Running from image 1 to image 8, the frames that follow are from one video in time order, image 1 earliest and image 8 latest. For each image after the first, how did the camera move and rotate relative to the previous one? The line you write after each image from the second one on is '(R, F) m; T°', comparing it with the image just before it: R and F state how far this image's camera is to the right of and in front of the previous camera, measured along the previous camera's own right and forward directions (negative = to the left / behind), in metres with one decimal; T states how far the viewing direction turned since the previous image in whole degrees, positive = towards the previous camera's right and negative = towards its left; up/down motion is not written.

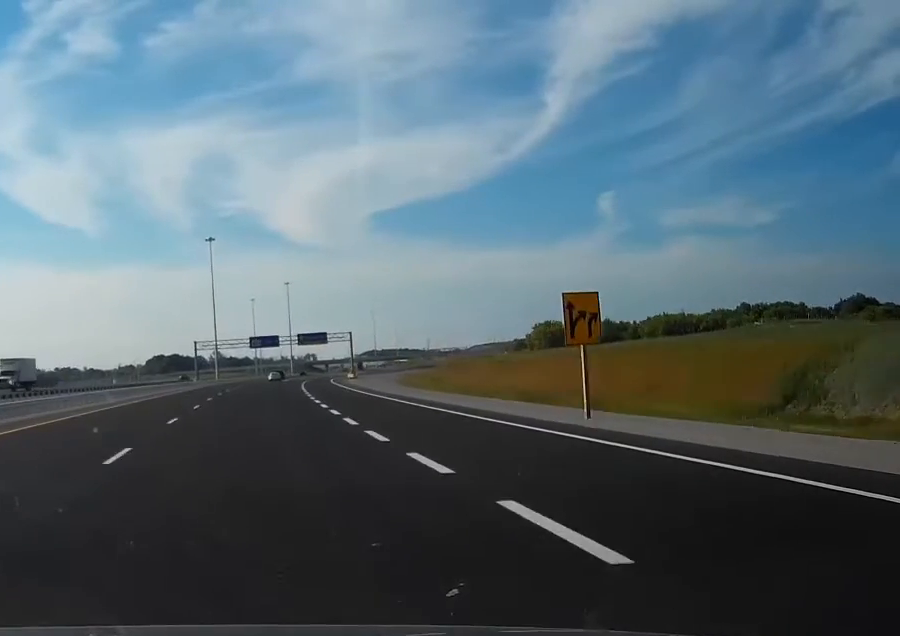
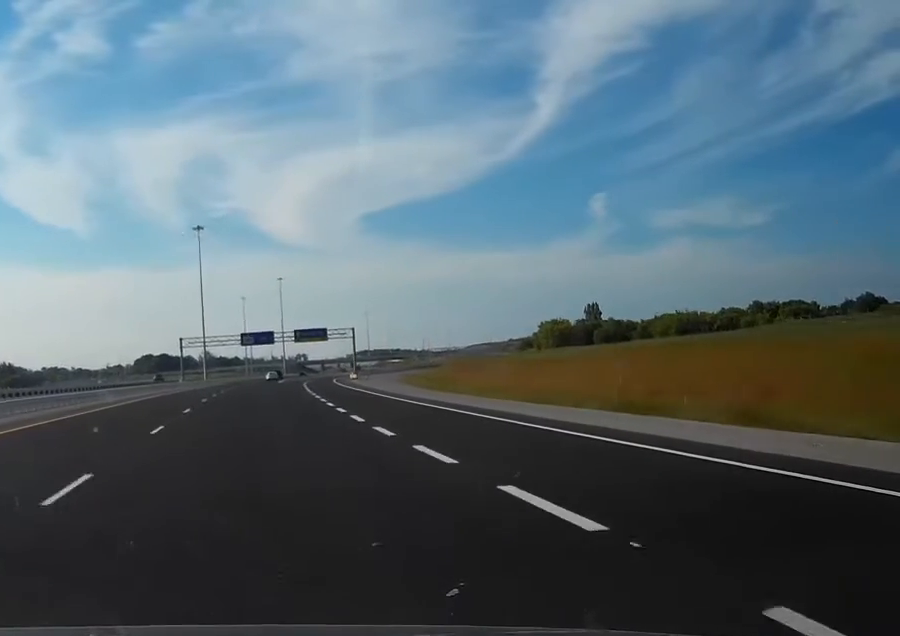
(+0.2, +16.7) m; +1°
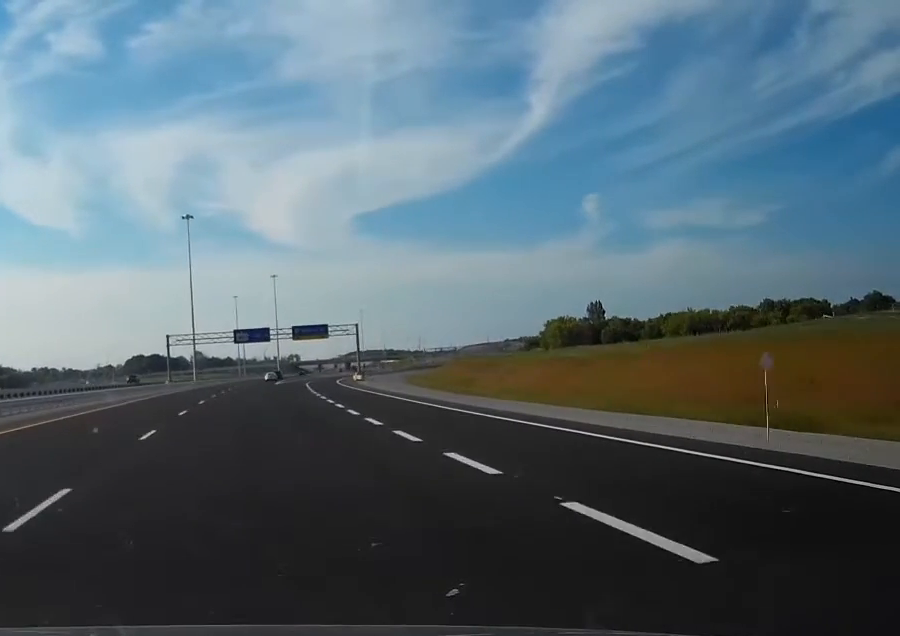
(+0.1, +13.6) m; 0°
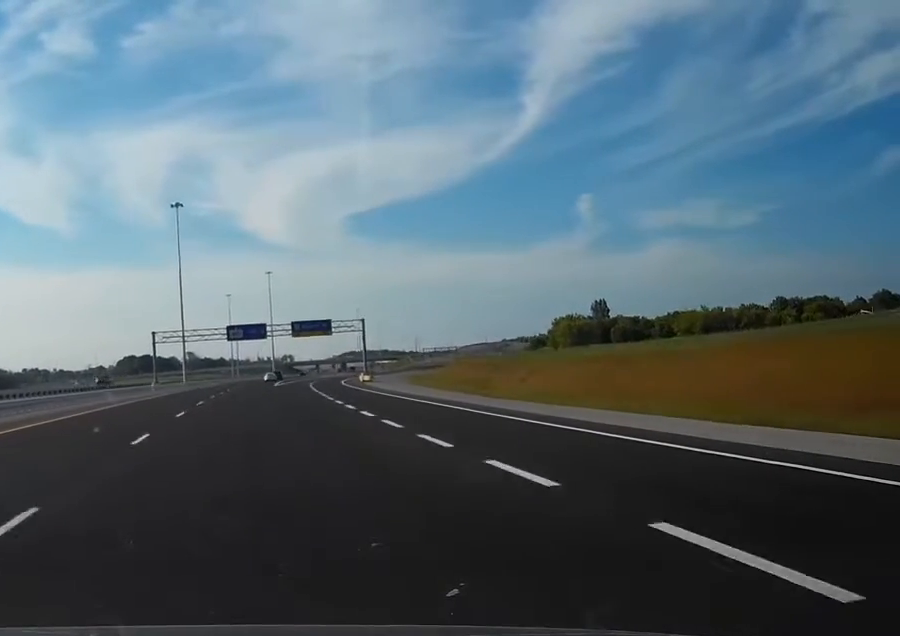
(+0.1, +13.6) m; 0°
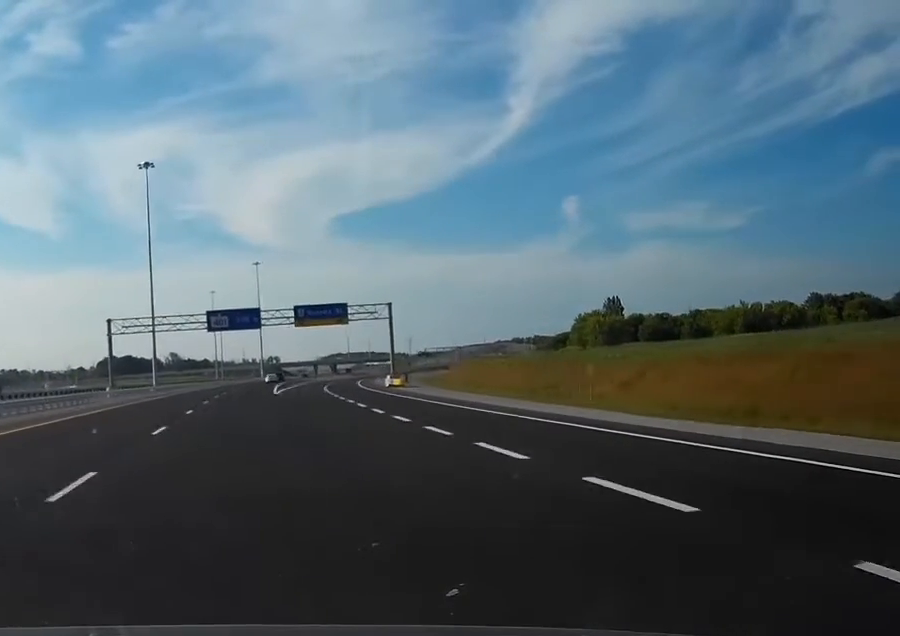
(-0.2, +32.4) m; +1°
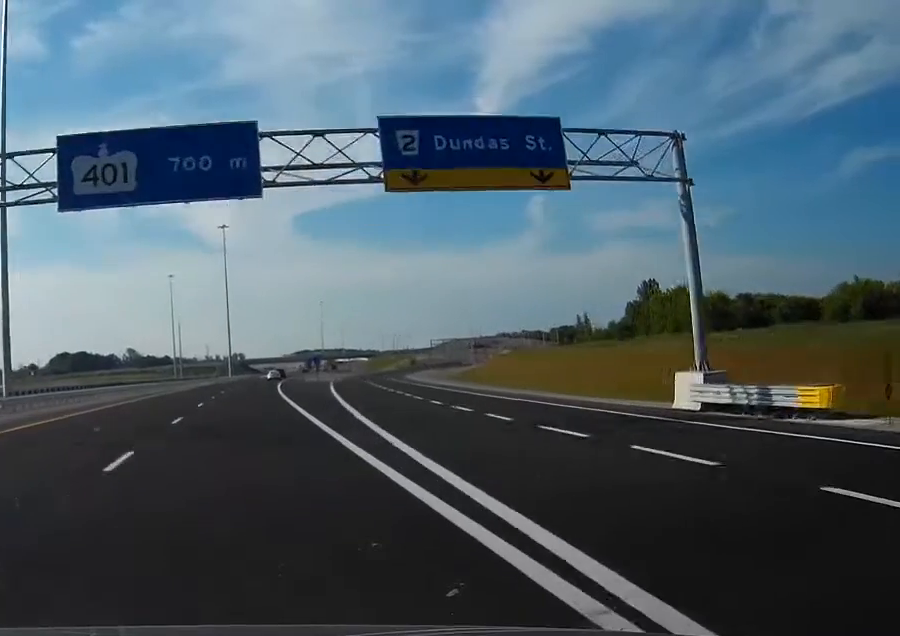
(+2.7, +68.7) m; +3°
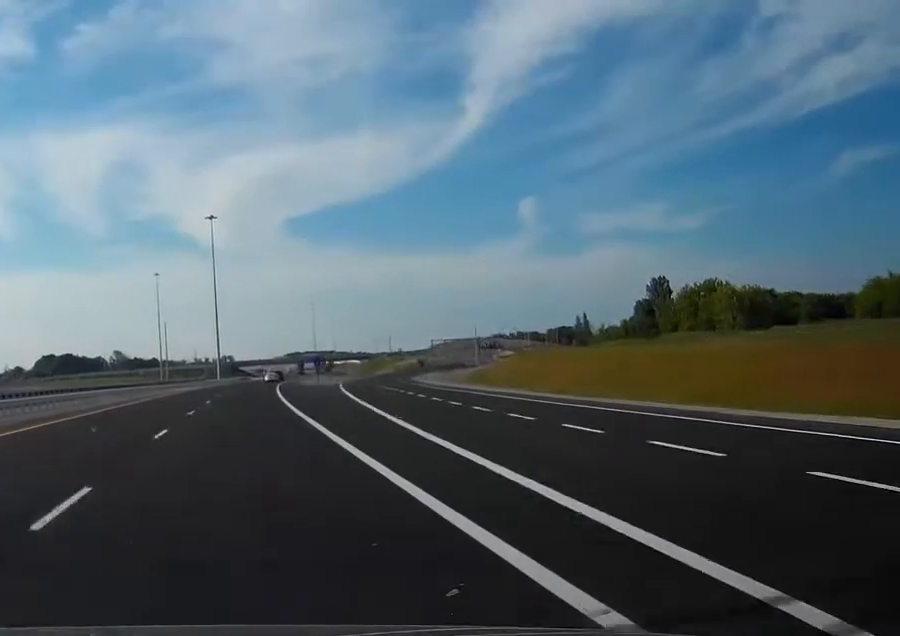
(+0.1, +16.7) m; 0°
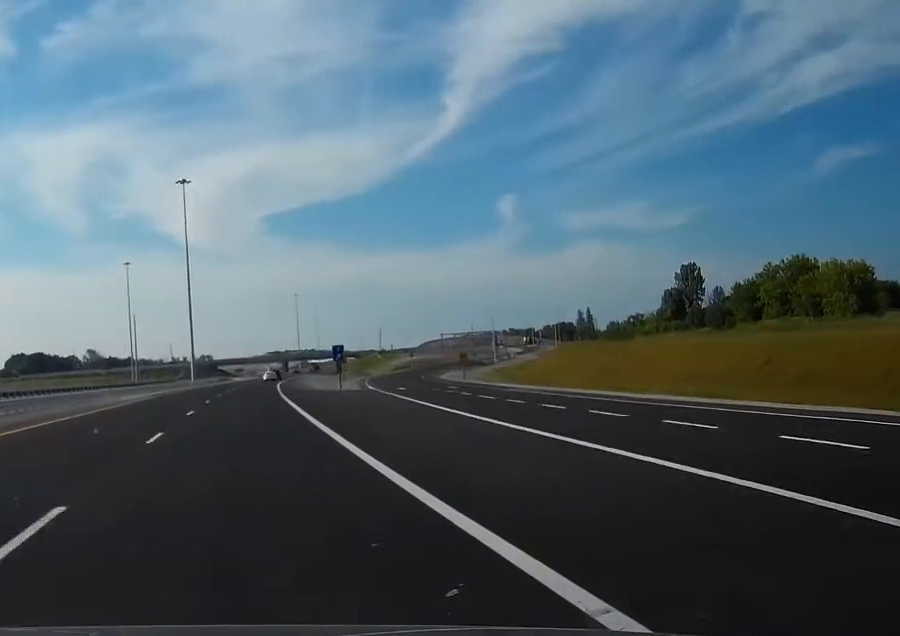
(+0.2, +37.7) m; 0°
